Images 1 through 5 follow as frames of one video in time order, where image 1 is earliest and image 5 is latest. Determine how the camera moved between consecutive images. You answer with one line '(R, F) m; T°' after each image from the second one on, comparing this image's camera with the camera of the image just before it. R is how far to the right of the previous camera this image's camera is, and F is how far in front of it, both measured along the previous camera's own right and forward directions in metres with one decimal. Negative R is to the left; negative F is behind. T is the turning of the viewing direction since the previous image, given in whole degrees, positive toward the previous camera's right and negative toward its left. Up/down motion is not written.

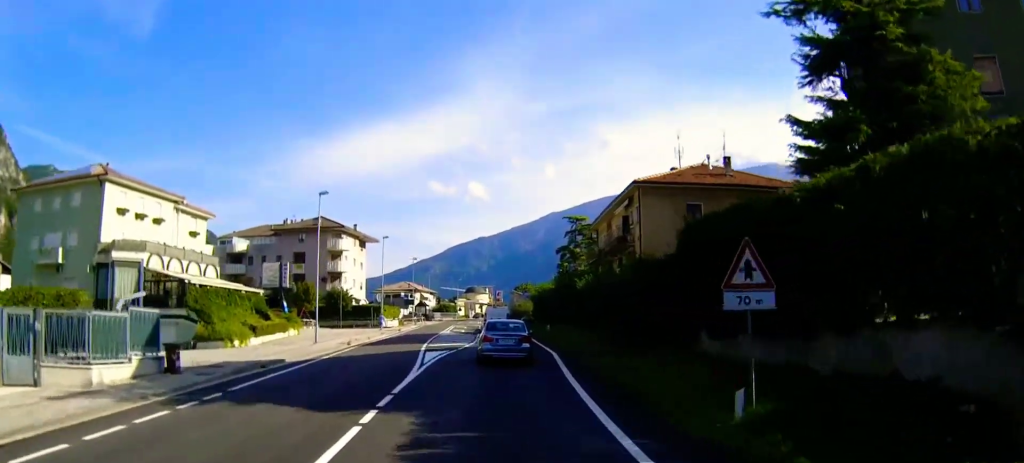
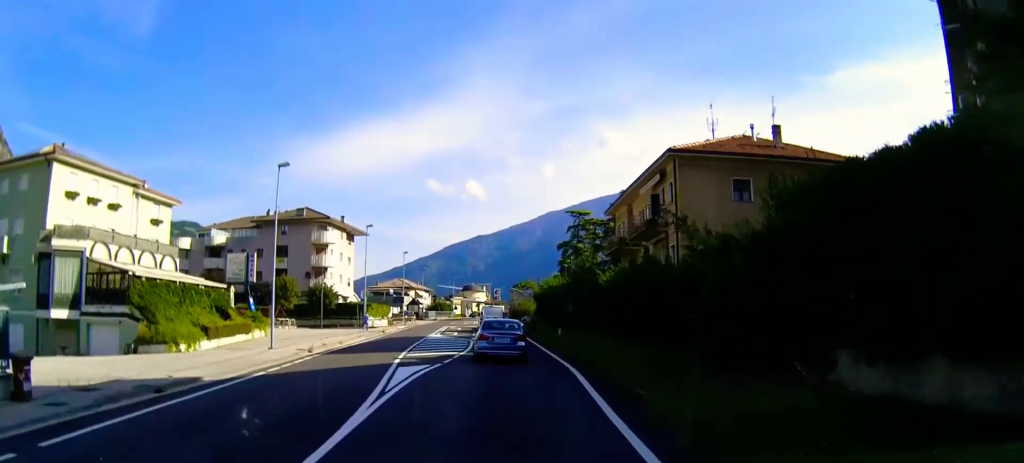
(0.0, +8.3) m; 0°
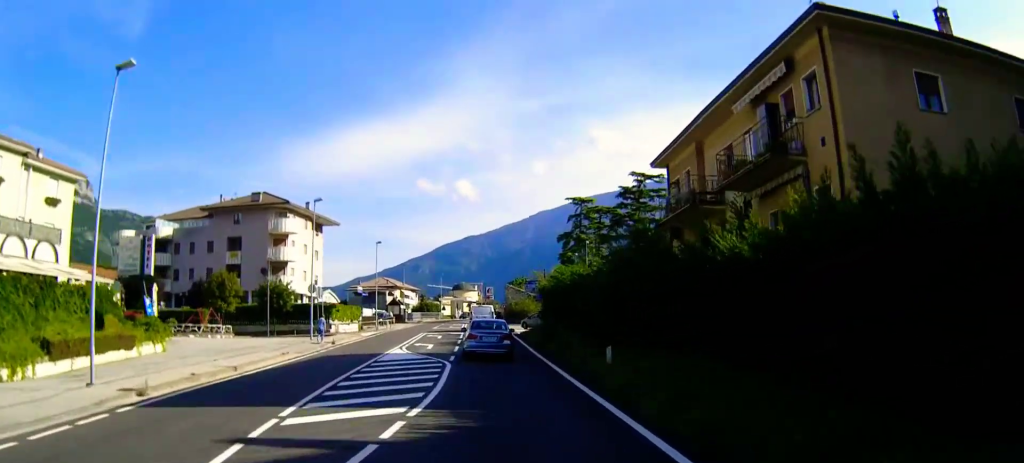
(+0.1, +16.1) m; 0°
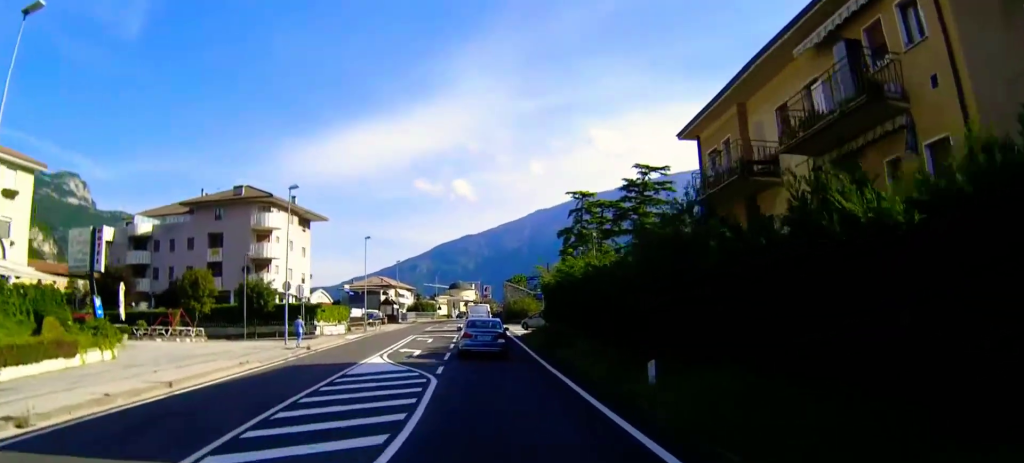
(0.0, +5.3) m; 0°
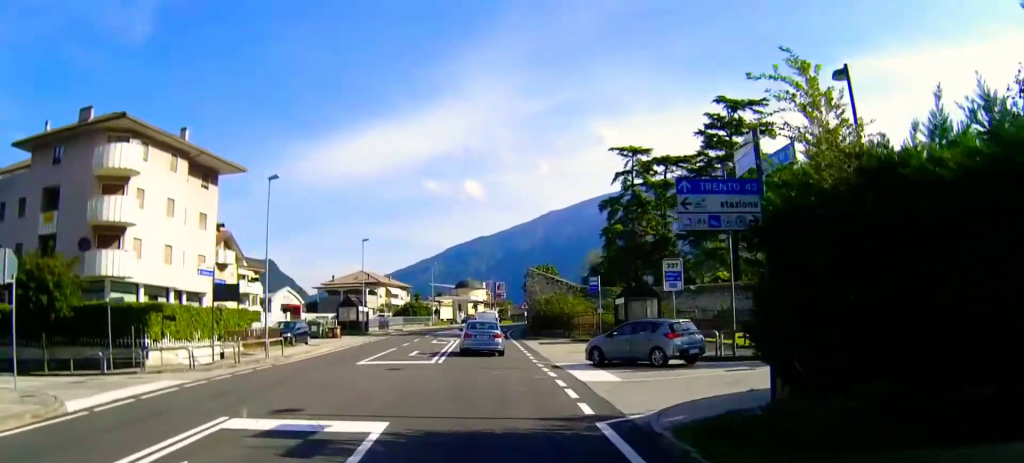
(-0.2, +34.9) m; -1°
